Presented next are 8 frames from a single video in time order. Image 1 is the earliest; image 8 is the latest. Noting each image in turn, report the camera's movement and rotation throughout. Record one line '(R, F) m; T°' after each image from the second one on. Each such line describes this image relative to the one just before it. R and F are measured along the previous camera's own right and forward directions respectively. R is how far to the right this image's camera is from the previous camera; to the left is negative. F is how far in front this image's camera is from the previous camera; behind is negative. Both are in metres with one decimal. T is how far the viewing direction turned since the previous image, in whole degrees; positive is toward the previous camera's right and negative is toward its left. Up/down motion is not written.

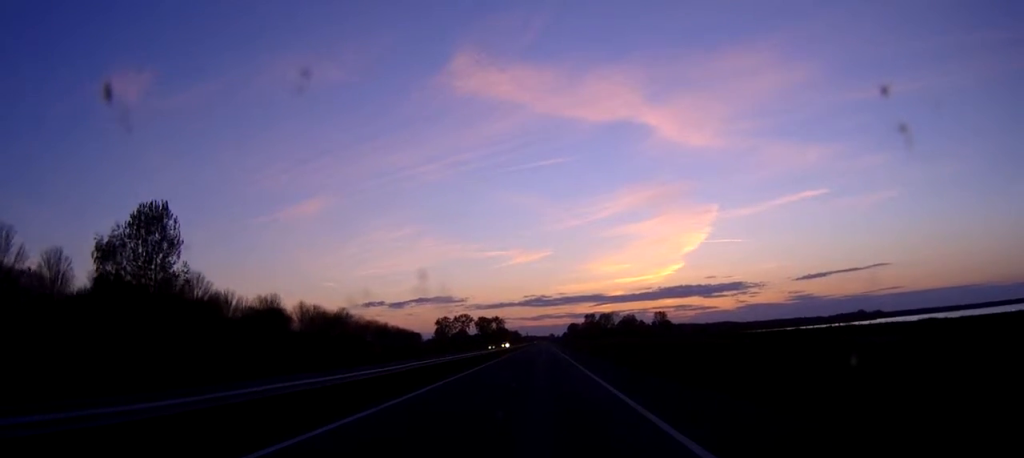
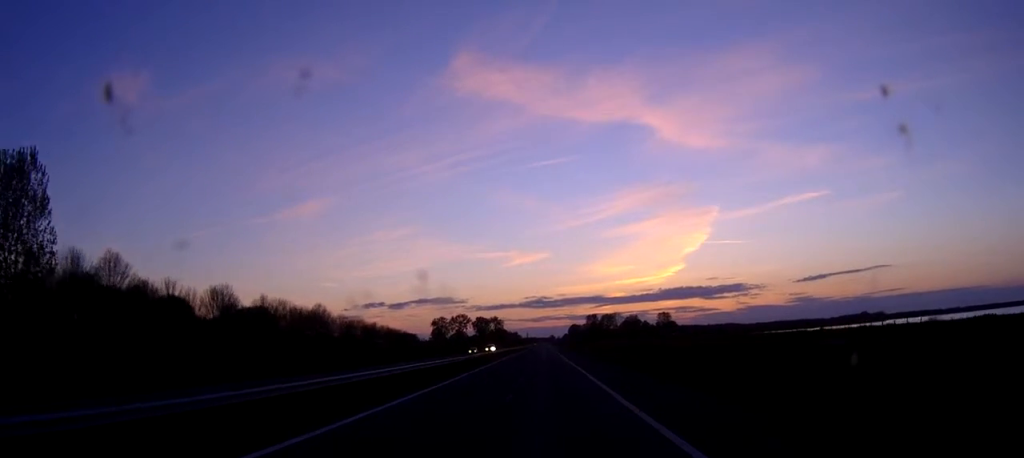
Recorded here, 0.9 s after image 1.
(-0.2, +23.8) m; -1°
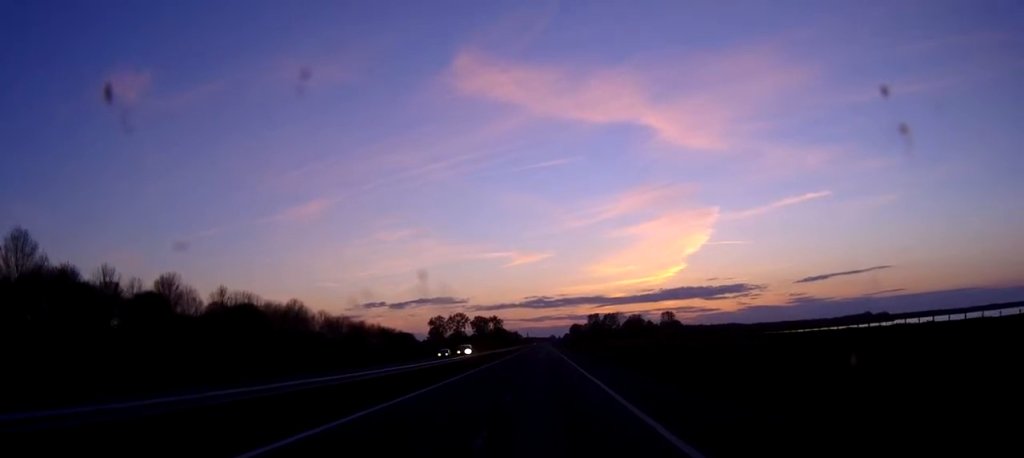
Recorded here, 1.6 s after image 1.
(-0.2, +19.4) m; -1°
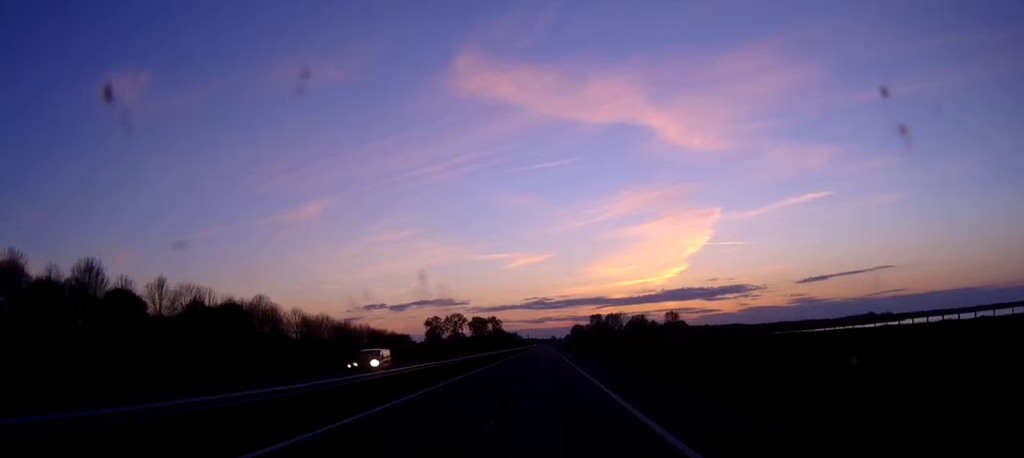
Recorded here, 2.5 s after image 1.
(0.0, +21.9) m; 0°
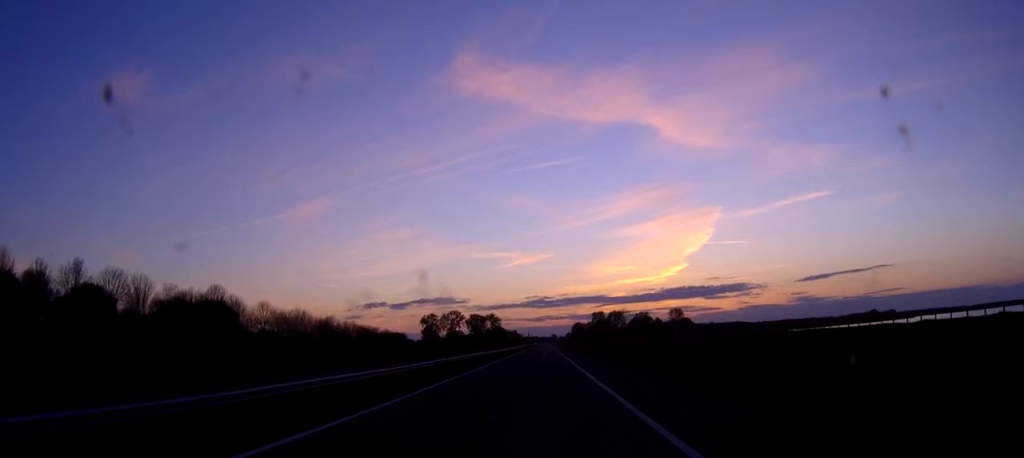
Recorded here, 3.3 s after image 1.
(+0.1, +21.9) m; +1°
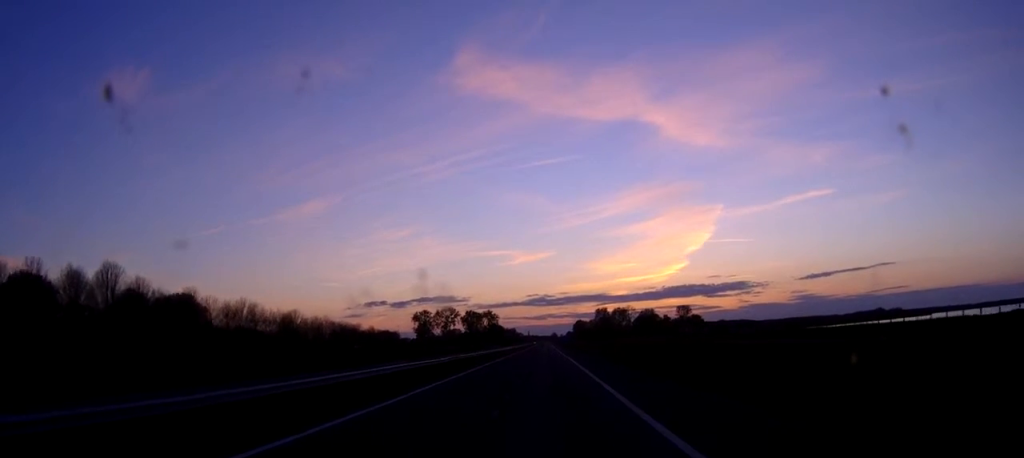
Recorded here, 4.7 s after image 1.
(+0.3, +36.0) m; +1°
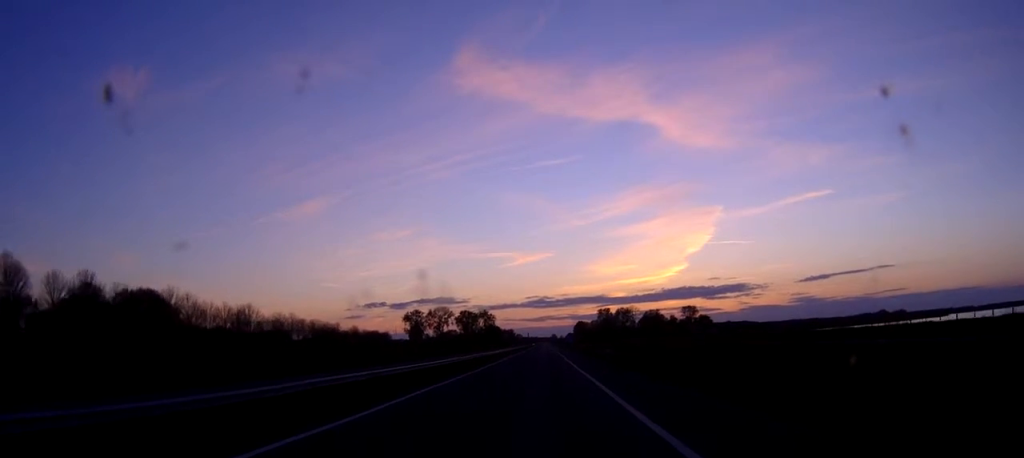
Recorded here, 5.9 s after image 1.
(0.0, +32.9) m; 0°
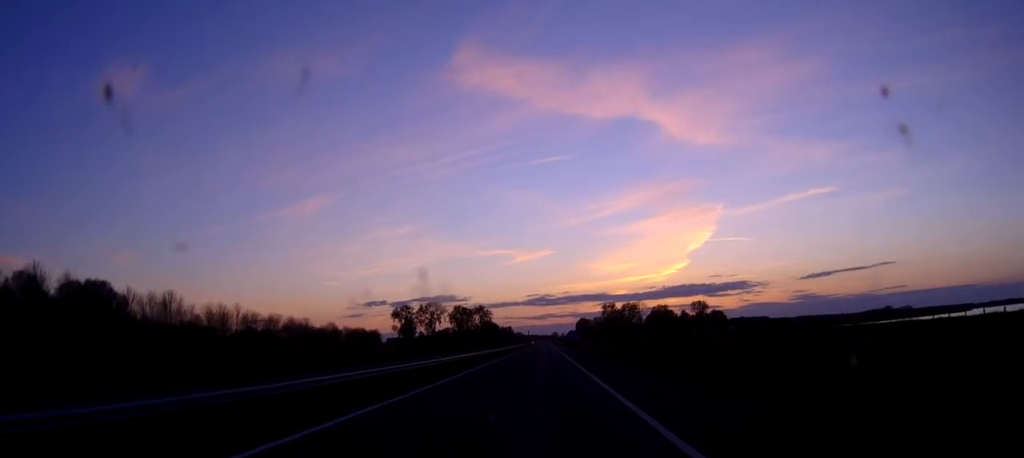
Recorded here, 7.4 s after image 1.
(-0.1, +39.9) m; 0°
